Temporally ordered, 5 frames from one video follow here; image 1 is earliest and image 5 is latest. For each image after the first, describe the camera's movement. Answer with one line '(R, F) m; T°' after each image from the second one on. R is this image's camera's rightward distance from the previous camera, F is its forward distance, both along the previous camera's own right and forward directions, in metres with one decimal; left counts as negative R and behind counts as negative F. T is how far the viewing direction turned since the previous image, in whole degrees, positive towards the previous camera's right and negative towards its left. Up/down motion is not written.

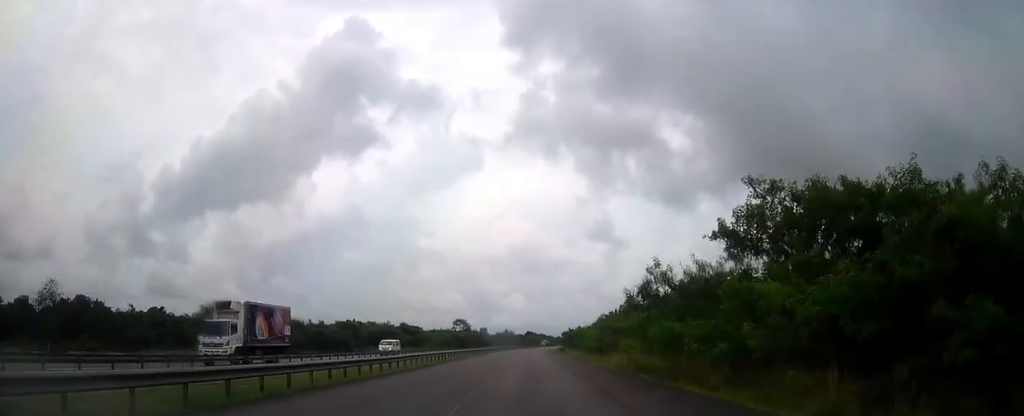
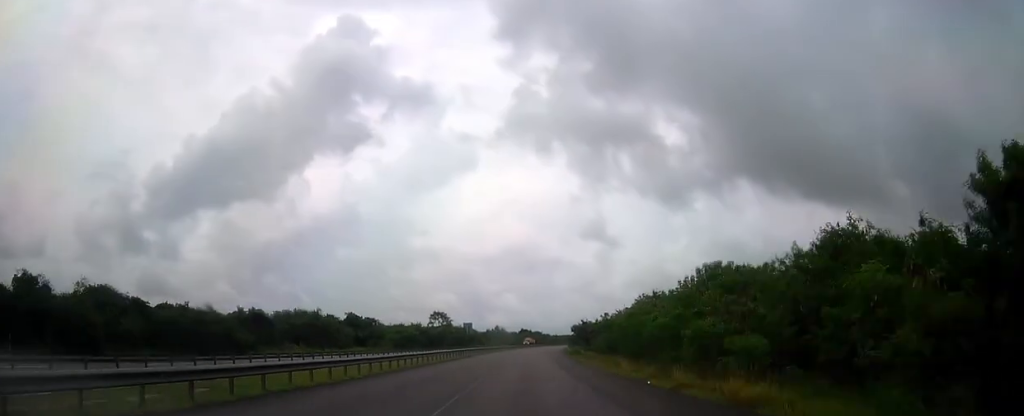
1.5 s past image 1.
(+0.2, +45.0) m; +1°
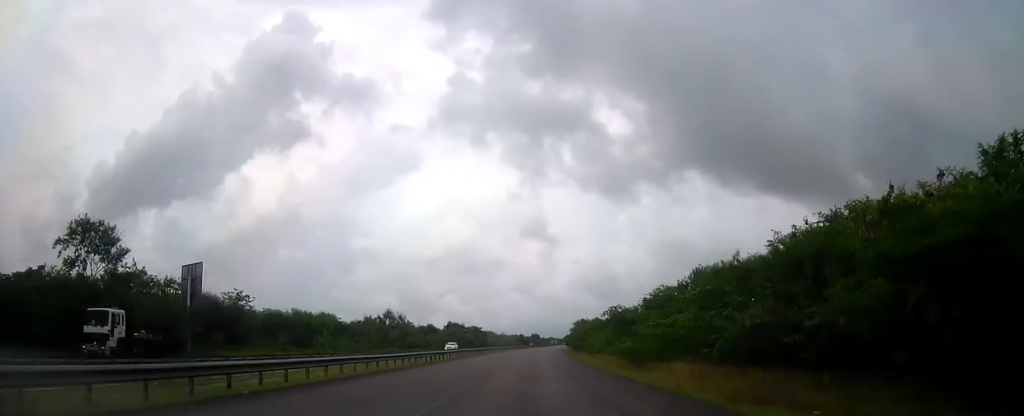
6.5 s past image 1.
(+5.3, +148.8) m; +5°
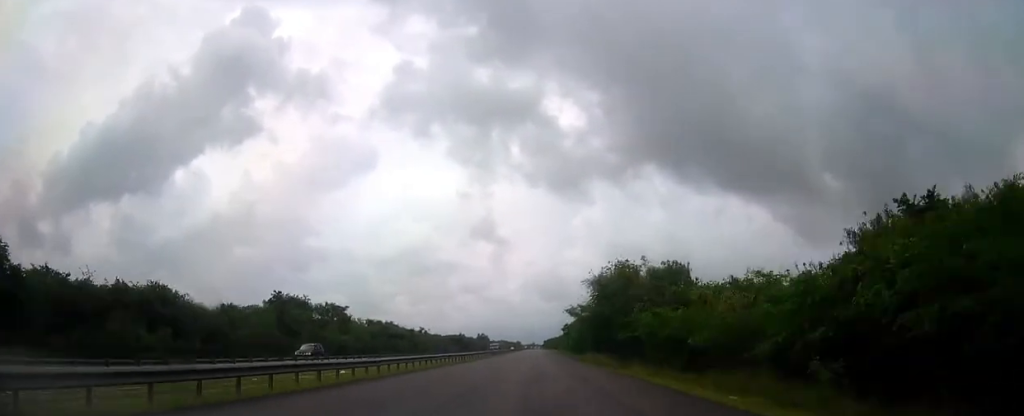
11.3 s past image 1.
(+6.4, +143.1) m; +5°
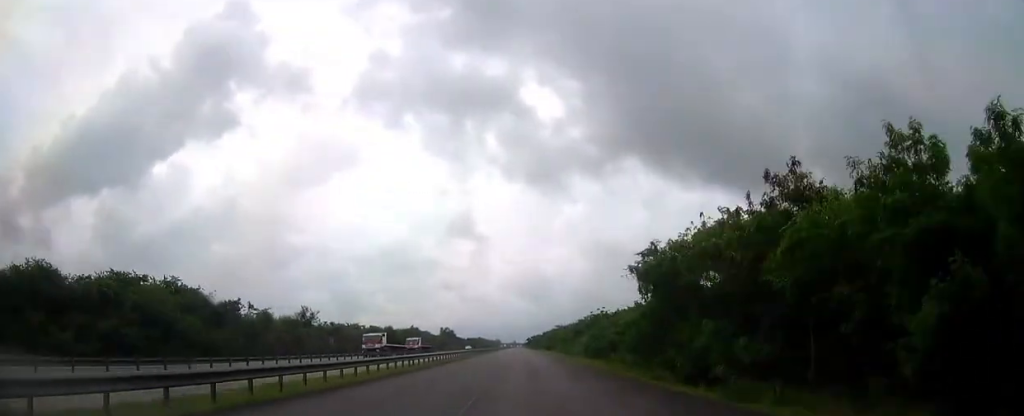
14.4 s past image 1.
(+1.7, +94.0) m; +1°
